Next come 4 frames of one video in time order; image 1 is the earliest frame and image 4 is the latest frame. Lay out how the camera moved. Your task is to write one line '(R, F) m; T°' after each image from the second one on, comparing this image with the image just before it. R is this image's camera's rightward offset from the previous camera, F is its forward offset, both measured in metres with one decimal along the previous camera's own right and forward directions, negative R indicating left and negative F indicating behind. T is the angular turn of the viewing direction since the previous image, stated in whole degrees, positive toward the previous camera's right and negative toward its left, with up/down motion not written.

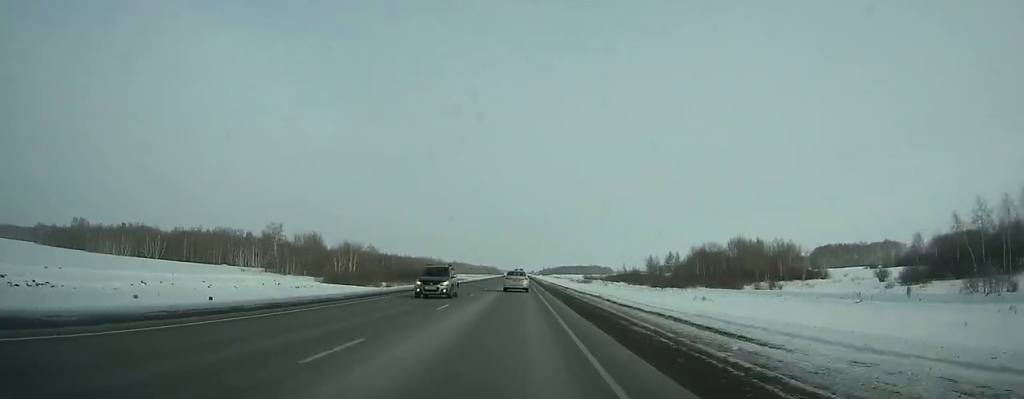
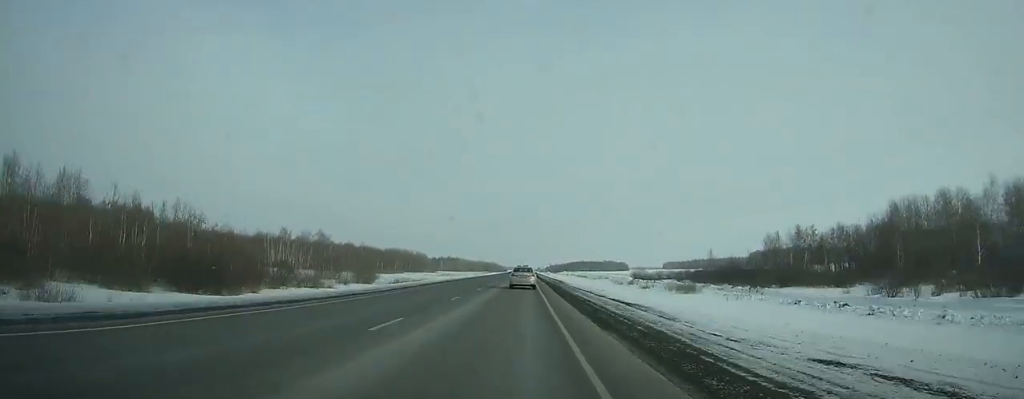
(-0.1, +113.2) m; 0°
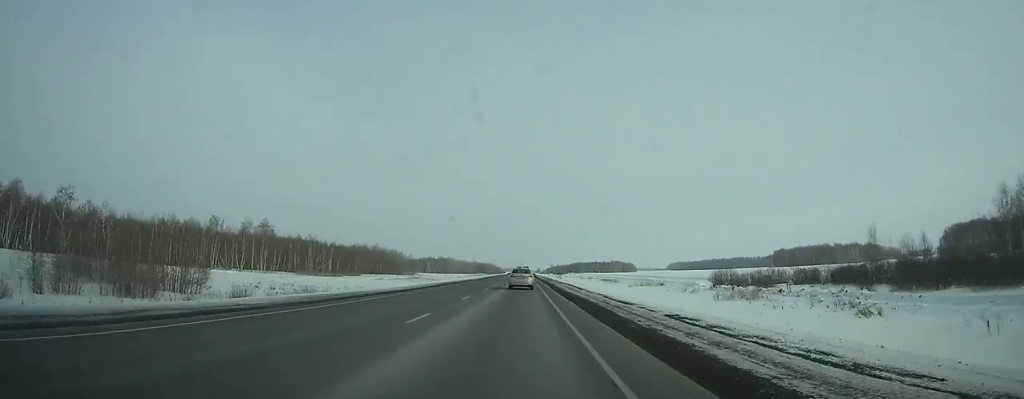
(0.0, +70.9) m; 0°
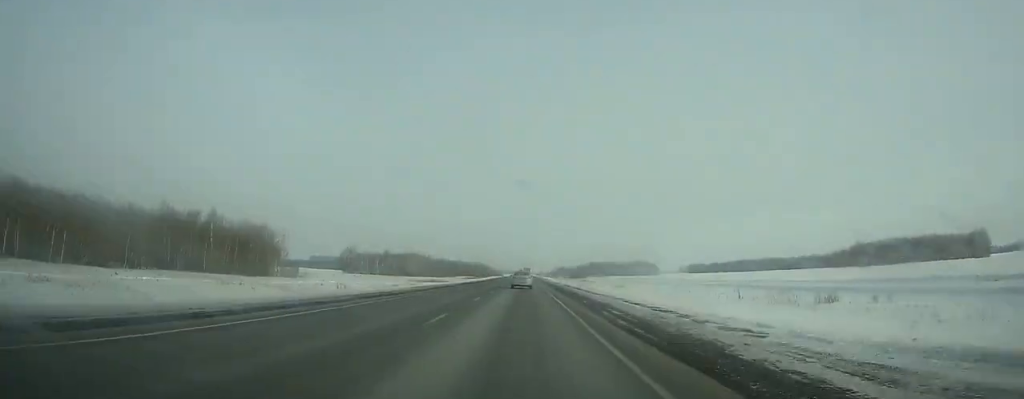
(-0.4, +156.2) m; 0°
